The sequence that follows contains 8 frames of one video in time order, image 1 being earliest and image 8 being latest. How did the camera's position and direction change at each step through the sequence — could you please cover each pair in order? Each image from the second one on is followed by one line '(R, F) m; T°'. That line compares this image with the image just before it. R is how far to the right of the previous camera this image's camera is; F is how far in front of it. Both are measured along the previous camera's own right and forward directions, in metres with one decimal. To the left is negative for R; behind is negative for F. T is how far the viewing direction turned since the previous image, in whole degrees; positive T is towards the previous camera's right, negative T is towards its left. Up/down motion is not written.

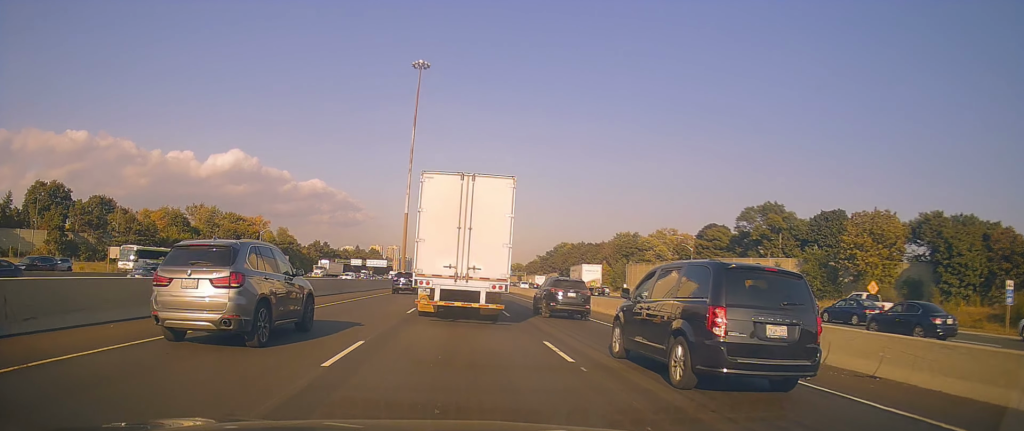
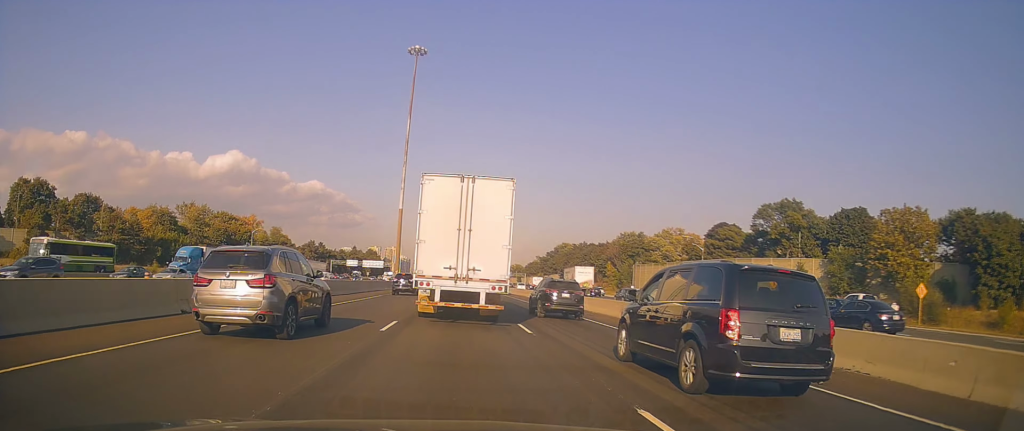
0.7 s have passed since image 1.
(+0.1, +6.7) m; +3°
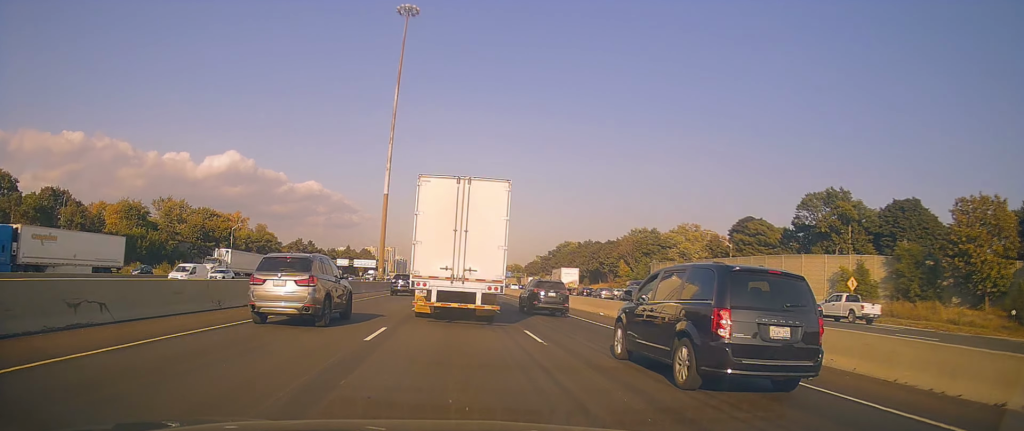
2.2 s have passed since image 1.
(+0.1, +14.3) m; 0°
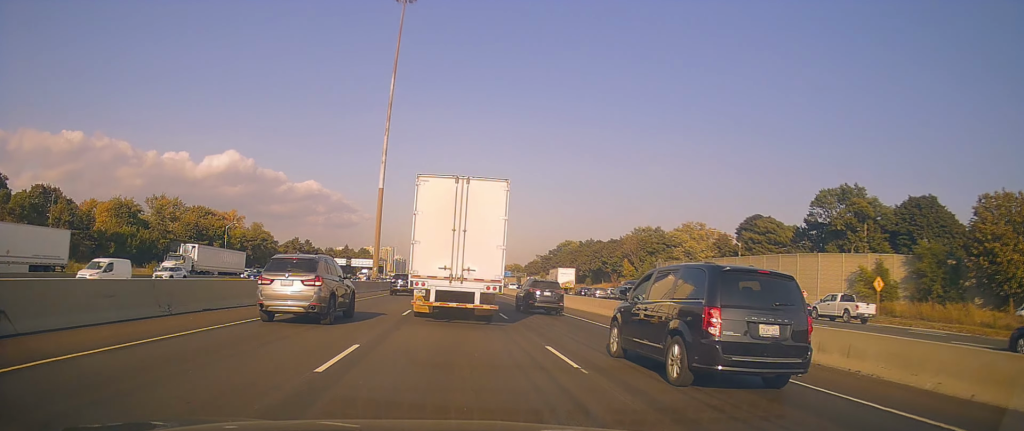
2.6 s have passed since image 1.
(-0.2, +3.8) m; 0°
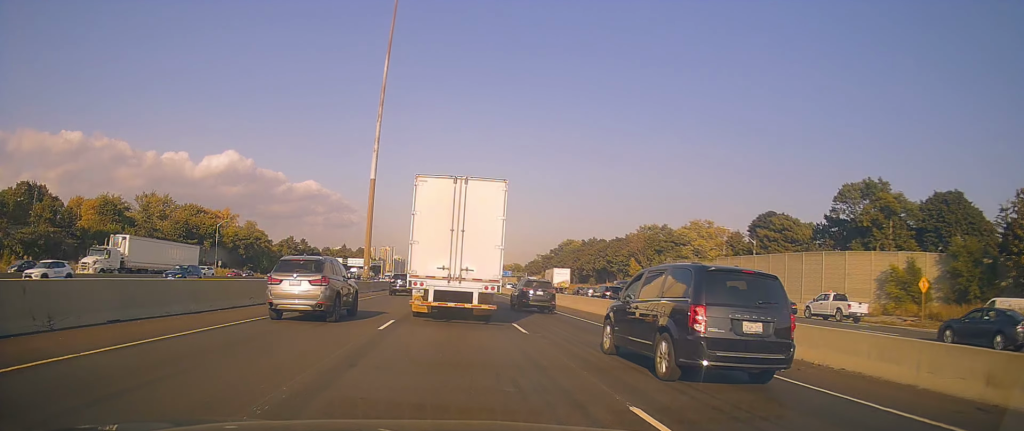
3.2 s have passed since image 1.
(+0.2, +5.8) m; 0°
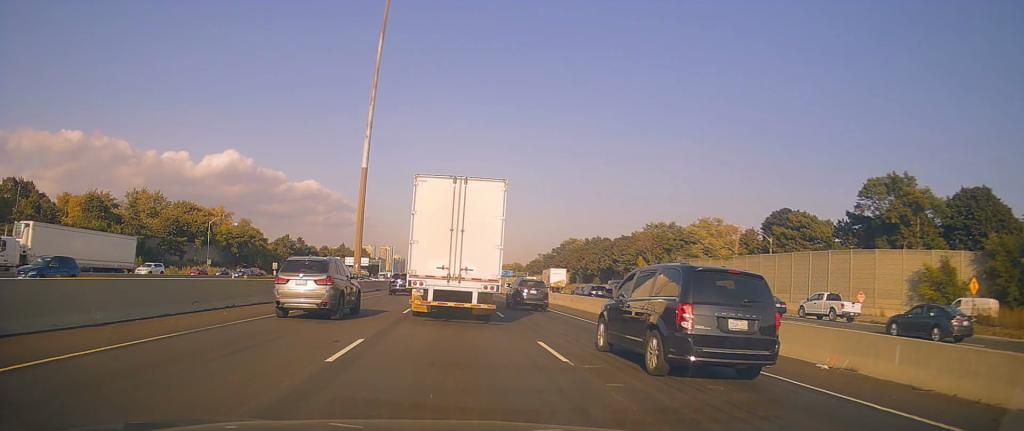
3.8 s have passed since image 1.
(+0.1, +5.5) m; 0°
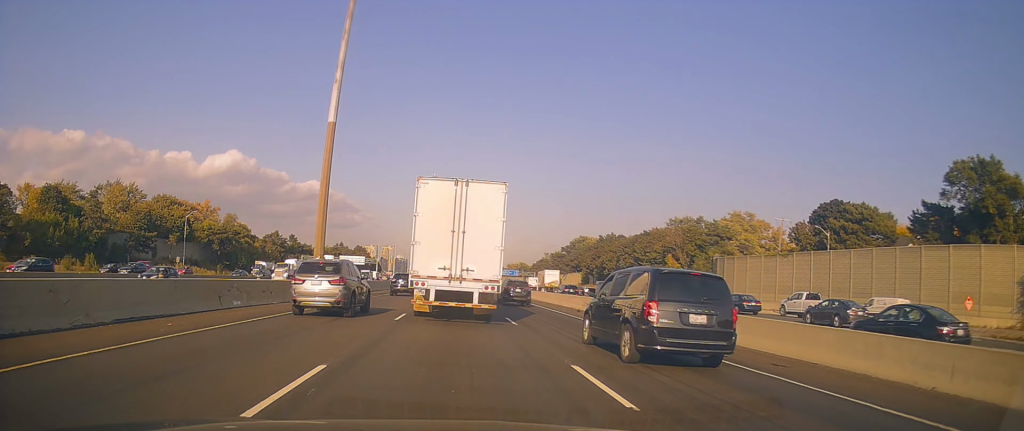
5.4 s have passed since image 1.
(-0.5, +15.7) m; -1°
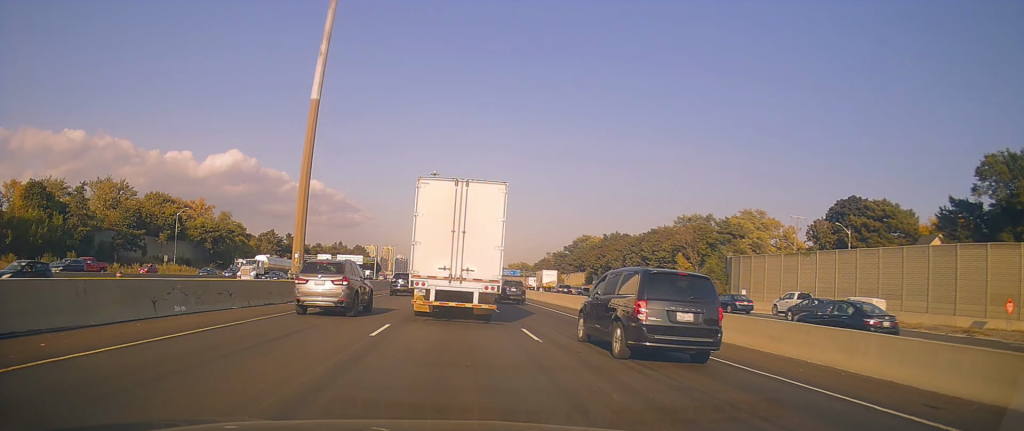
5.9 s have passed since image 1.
(0.0, +4.9) m; 0°
